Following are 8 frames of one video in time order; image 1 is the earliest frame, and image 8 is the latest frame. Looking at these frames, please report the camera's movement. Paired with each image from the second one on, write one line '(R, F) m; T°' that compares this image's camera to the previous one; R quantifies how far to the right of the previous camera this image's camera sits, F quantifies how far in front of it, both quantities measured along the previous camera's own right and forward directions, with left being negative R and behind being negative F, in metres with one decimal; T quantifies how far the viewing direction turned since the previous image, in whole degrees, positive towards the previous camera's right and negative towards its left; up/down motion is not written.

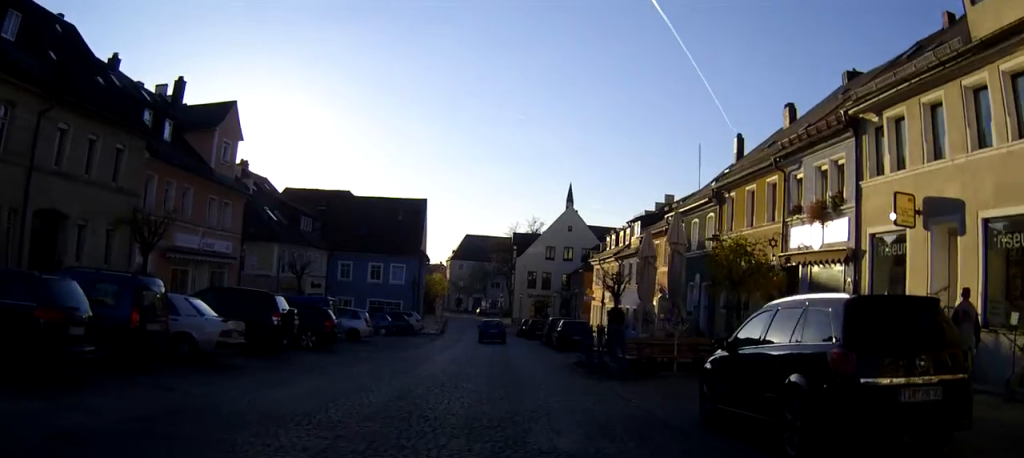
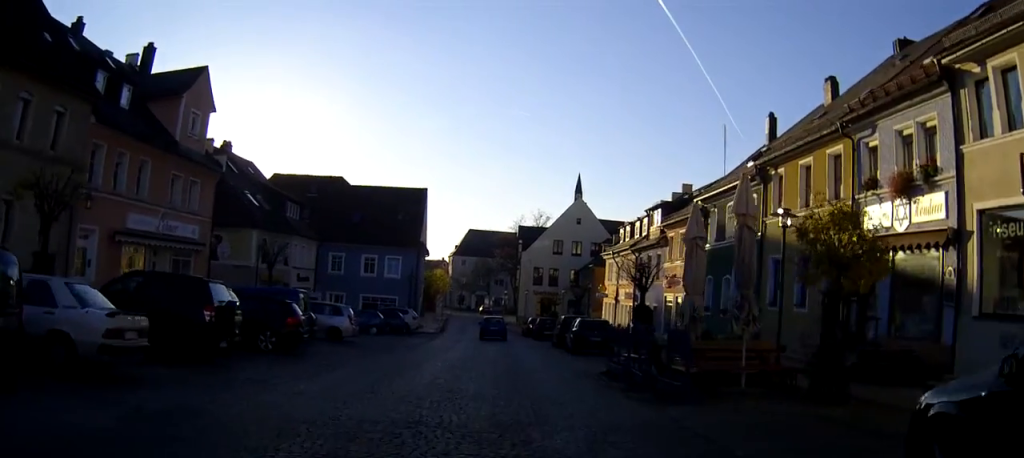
(-0.1, +5.0) m; -1°
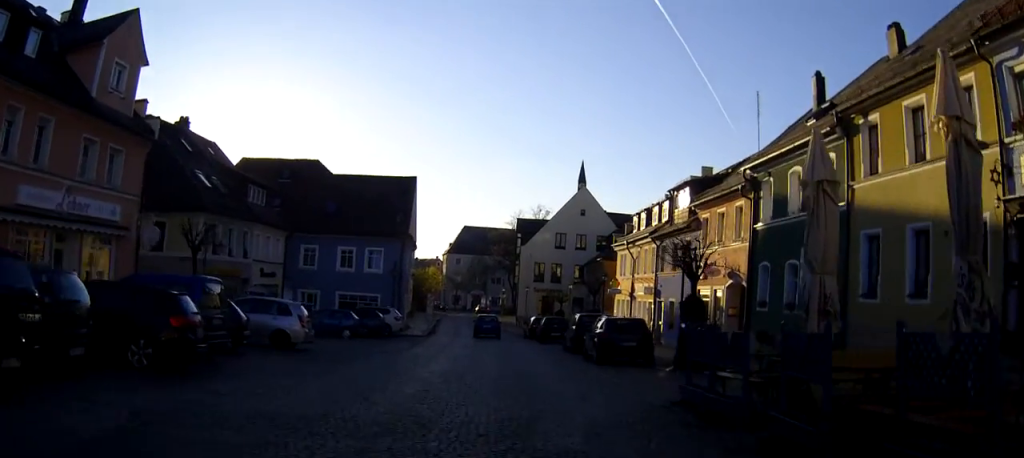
(0.0, +7.4) m; +1°
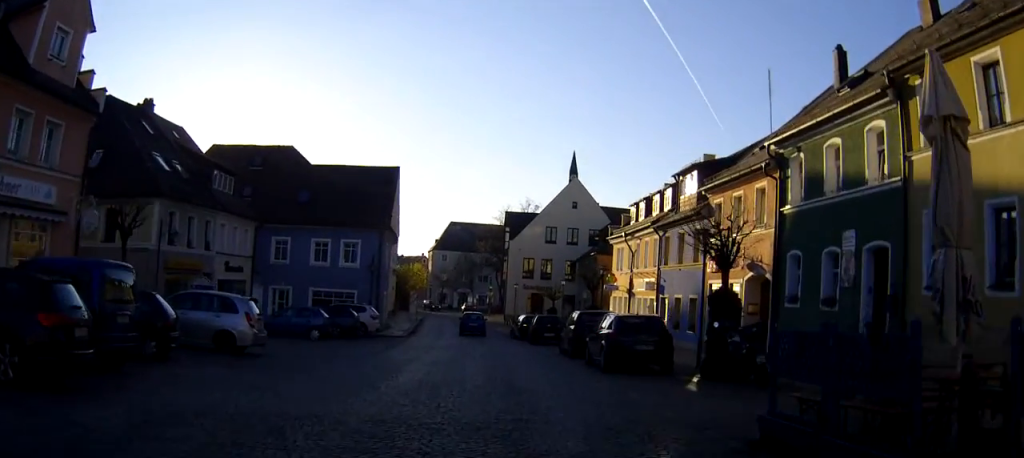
(+0.1, +3.9) m; 0°
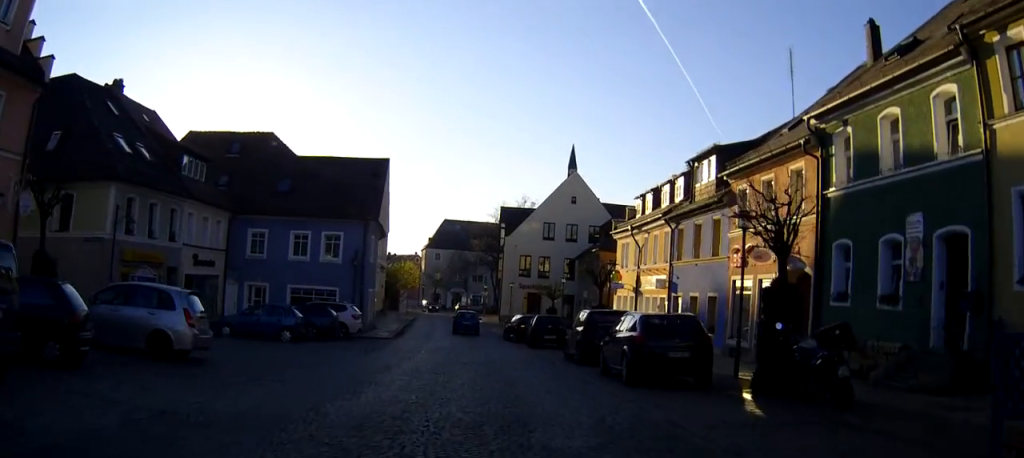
(+0.1, +3.7) m; 0°
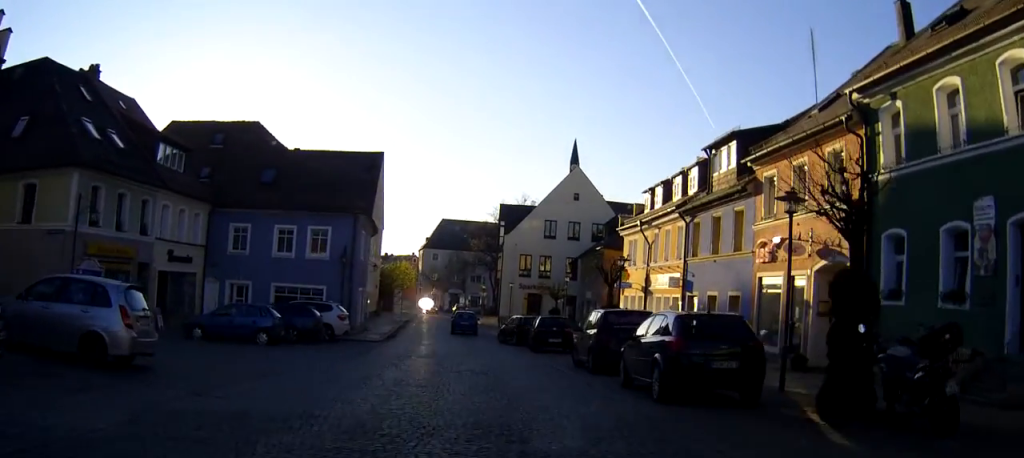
(-0.1, +2.9) m; -1°
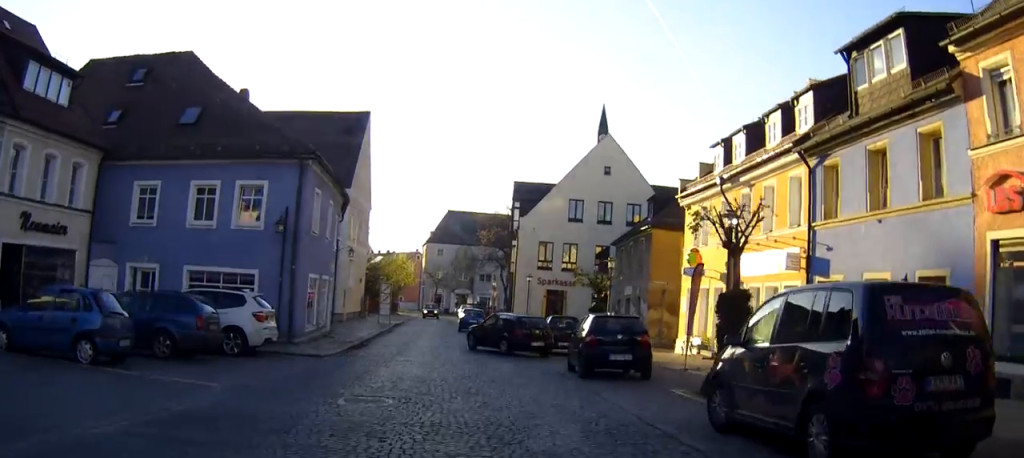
(-0.2, +12.4) m; -1°
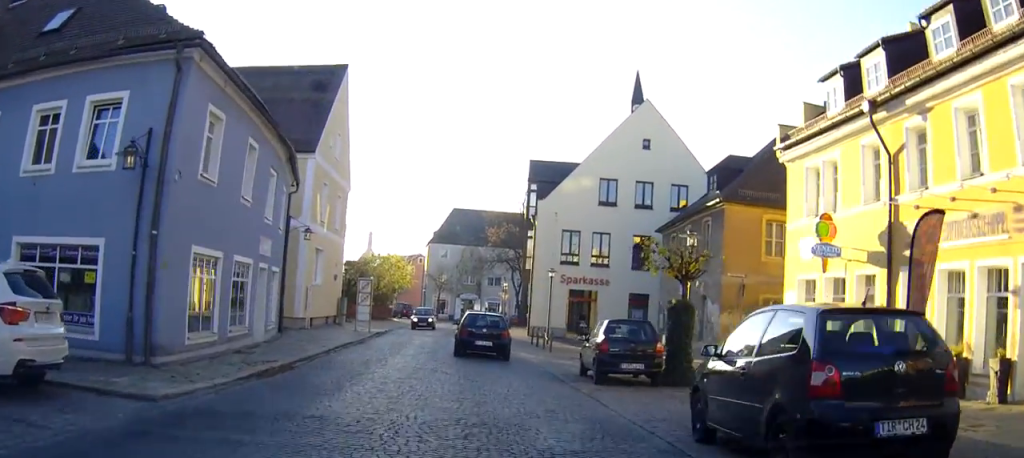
(+0.1, +11.6) m; 0°
